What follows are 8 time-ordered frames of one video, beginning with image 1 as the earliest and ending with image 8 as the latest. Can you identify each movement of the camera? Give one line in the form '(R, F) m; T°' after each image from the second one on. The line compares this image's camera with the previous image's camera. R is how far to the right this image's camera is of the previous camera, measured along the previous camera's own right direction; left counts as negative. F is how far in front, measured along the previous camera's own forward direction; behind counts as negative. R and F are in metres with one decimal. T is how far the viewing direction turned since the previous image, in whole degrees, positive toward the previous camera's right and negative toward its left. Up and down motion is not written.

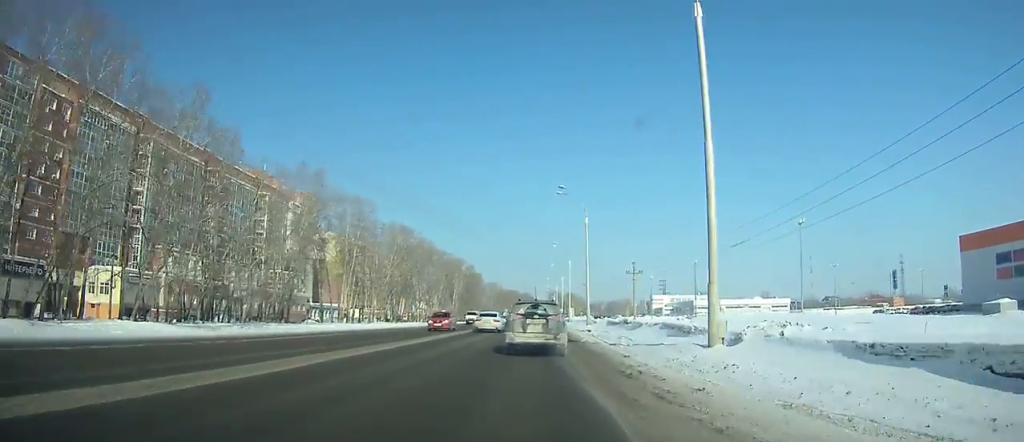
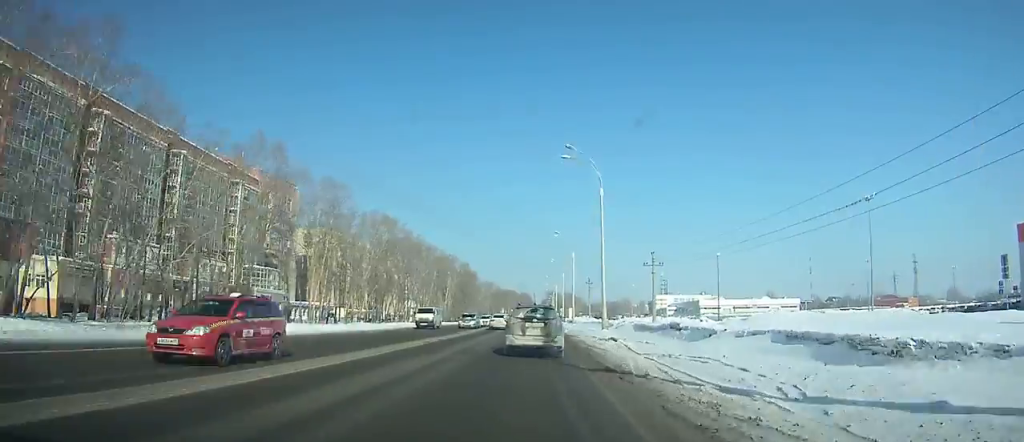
(0.0, +11.7) m; 0°
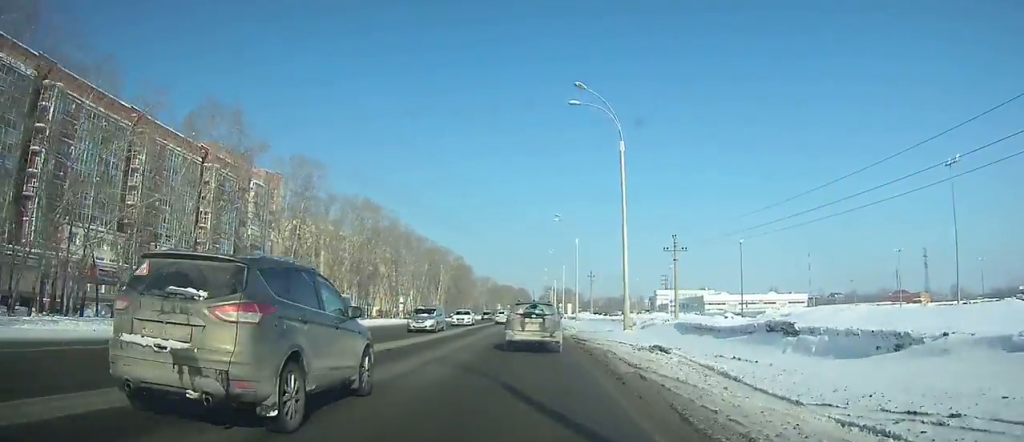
(0.0, +9.1) m; 0°
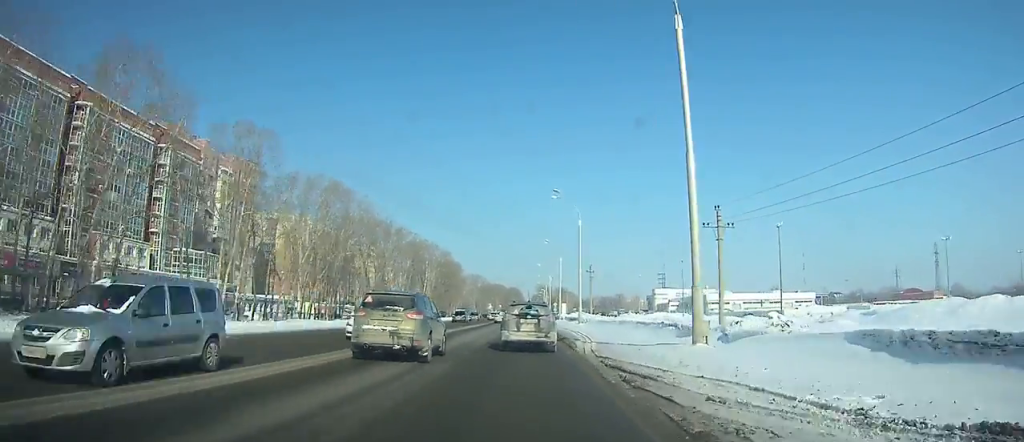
(0.0, +11.6) m; 0°
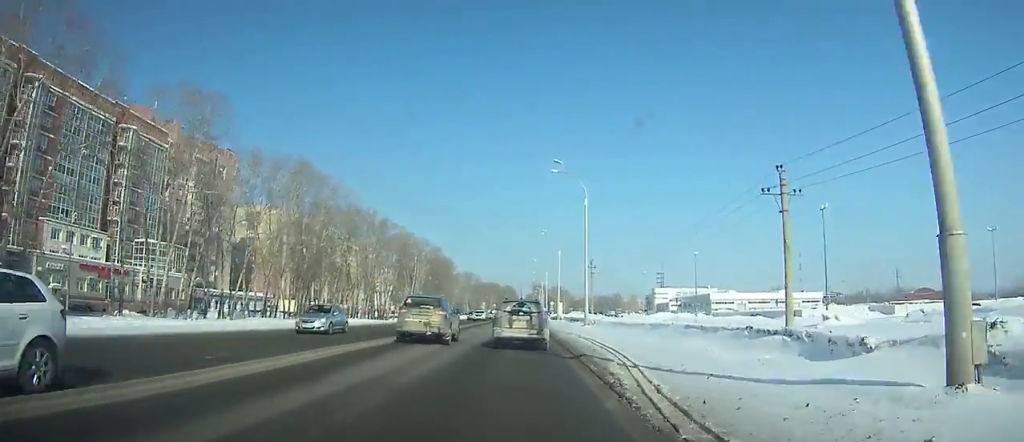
(0.0, +8.7) m; 0°
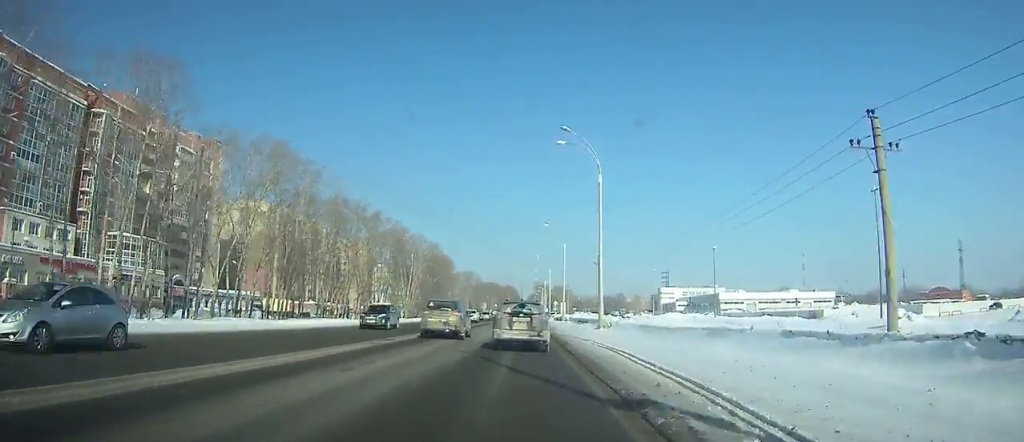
(0.0, +6.5) m; 0°
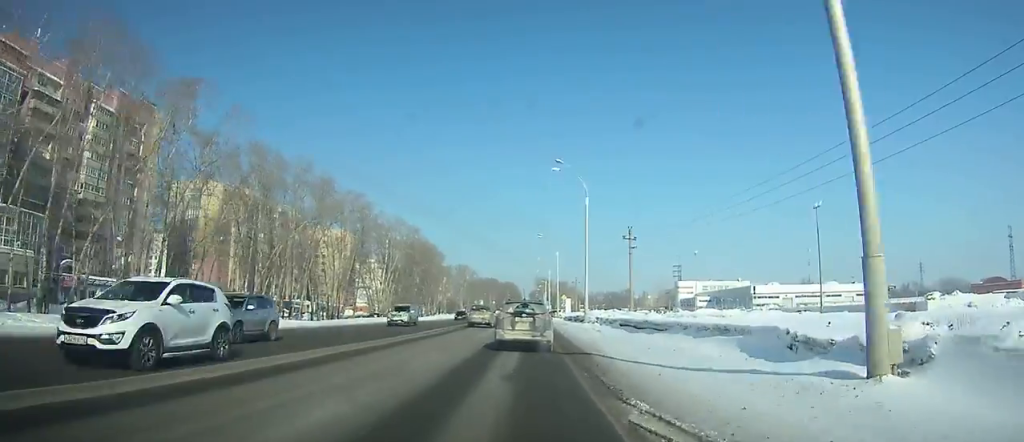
(0.0, +23.8) m; 0°
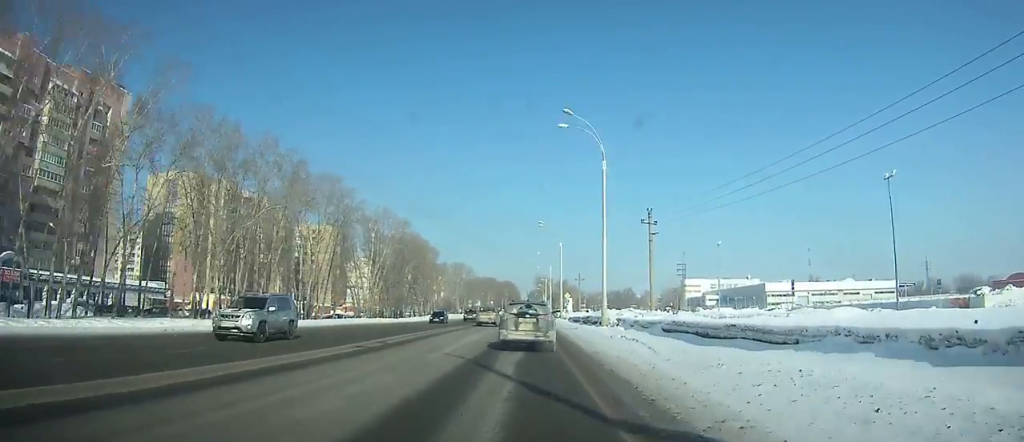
(0.0, +9.1) m; 0°
